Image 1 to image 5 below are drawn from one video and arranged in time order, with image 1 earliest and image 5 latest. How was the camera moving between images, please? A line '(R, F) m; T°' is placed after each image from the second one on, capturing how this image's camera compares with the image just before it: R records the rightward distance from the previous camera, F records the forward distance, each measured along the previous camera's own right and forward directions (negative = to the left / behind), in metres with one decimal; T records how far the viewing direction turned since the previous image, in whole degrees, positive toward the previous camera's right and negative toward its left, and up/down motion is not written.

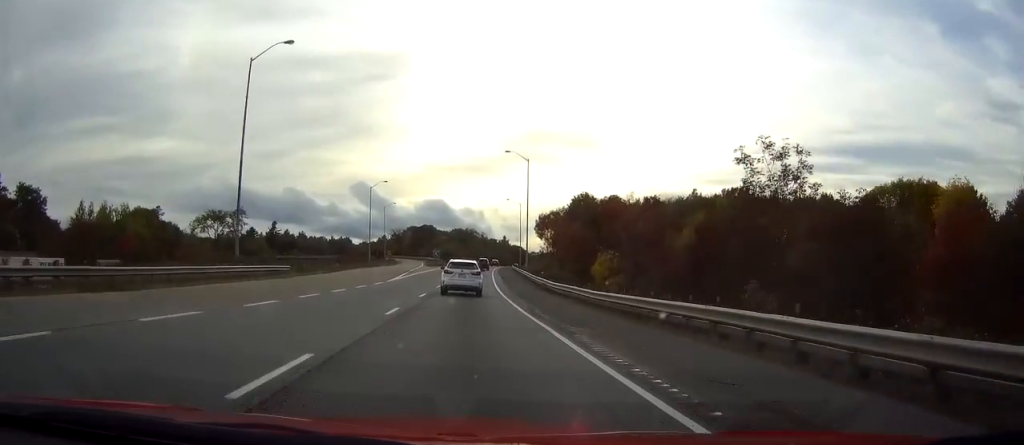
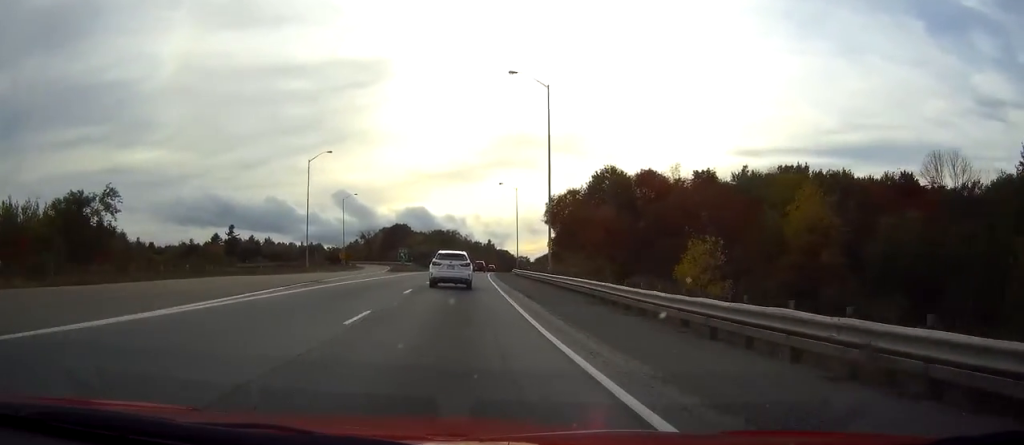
(0.0, +39.1) m; 0°
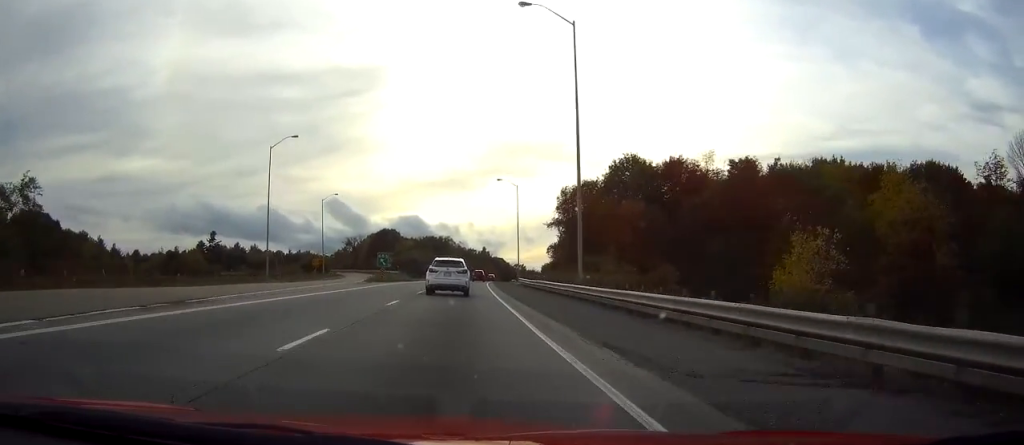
(0.0, +15.9) m; 0°
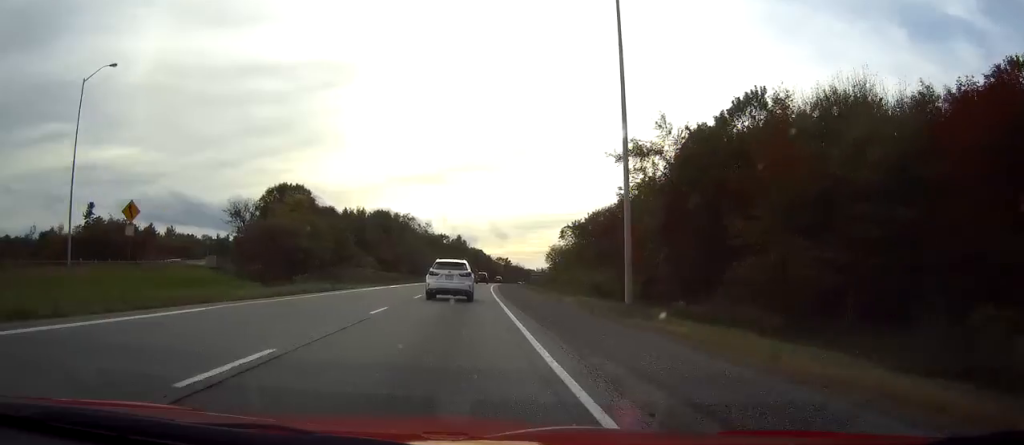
(-0.1, +85.0) m; 0°
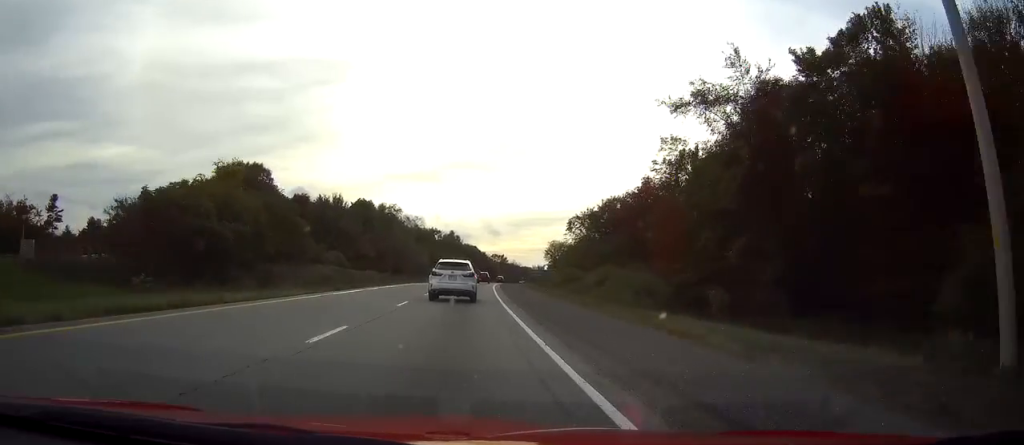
(0.0, +19.2) m; 0°
